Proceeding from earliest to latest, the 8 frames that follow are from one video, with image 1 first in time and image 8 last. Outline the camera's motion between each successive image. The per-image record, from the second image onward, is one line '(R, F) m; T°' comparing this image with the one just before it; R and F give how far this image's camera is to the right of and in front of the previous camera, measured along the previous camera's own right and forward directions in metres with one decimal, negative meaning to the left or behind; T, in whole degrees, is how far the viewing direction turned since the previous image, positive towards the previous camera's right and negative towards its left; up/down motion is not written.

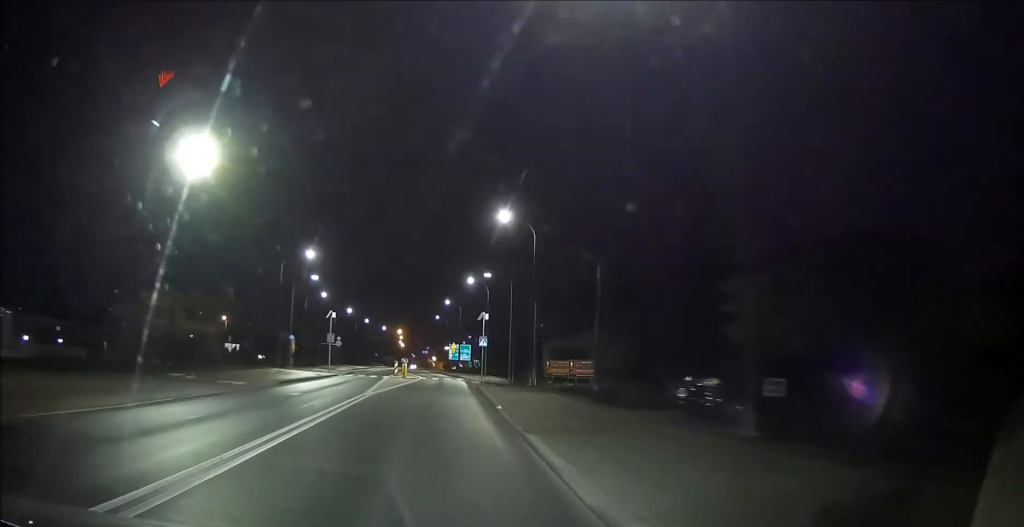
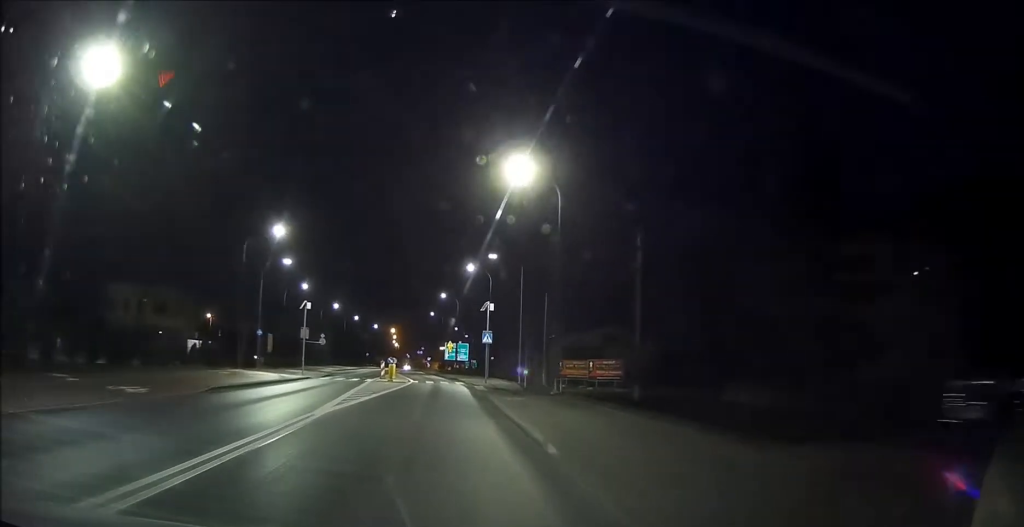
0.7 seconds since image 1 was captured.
(+0.2, +9.9) m; 0°
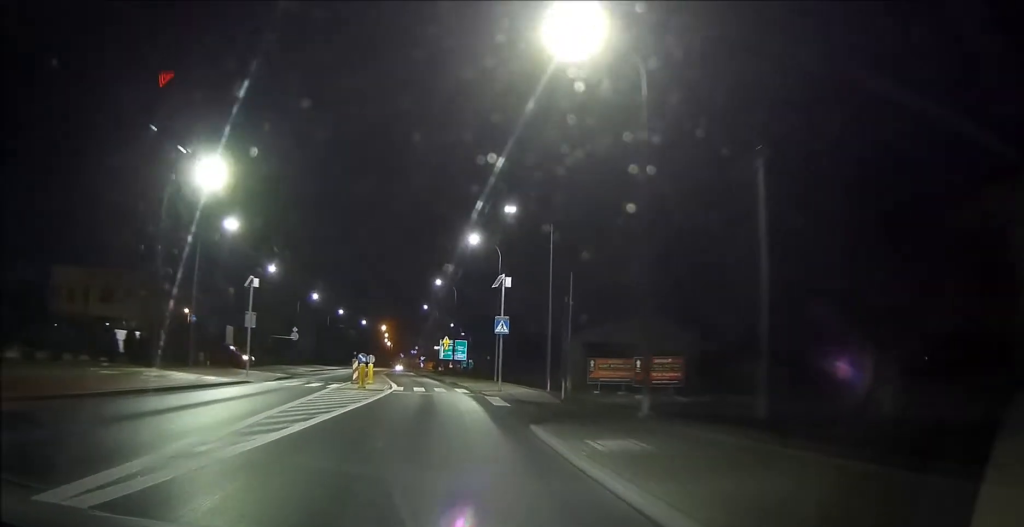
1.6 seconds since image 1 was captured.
(-0.3, +13.8) m; 0°
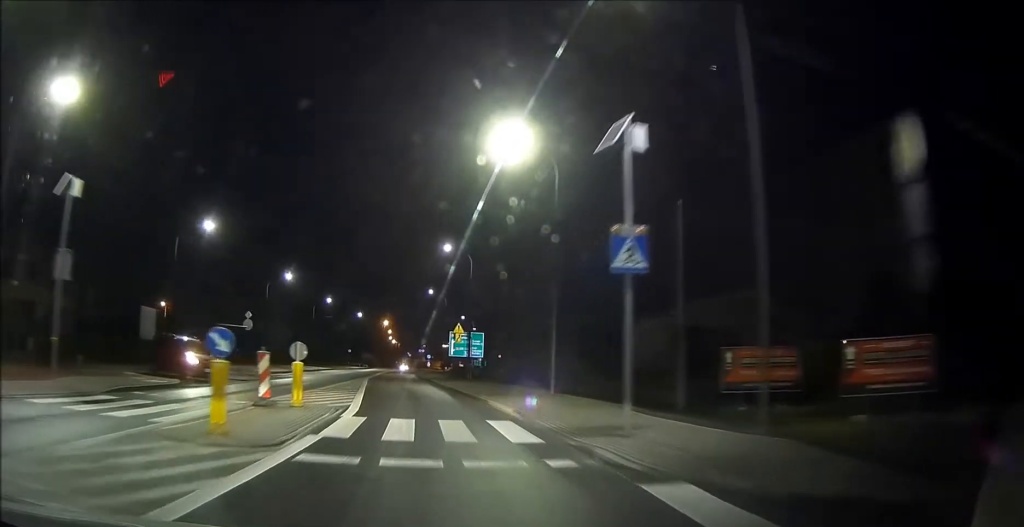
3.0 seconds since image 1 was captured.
(+0.2, +20.7) m; 0°
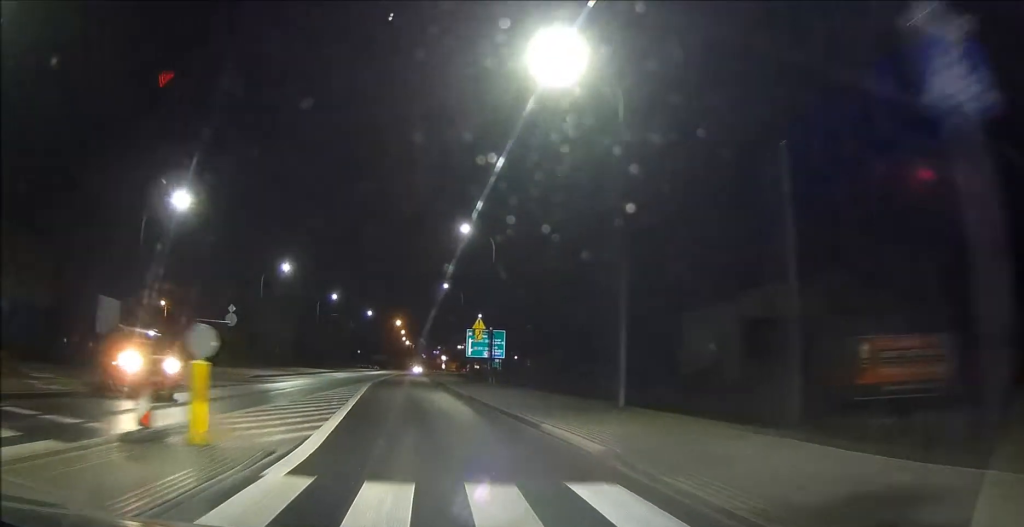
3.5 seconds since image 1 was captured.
(0.0, +7.9) m; -1°
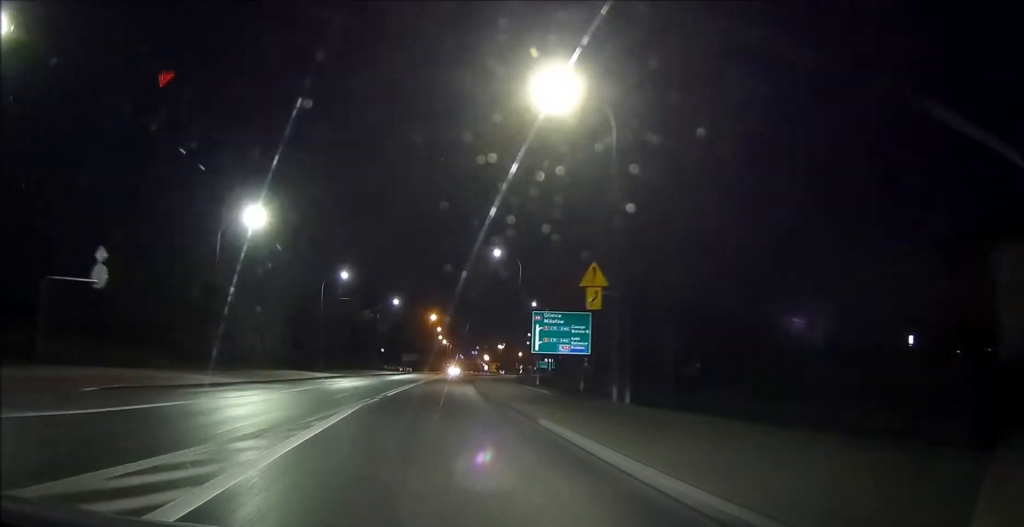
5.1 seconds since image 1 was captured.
(-0.6, +22.8) m; -2°
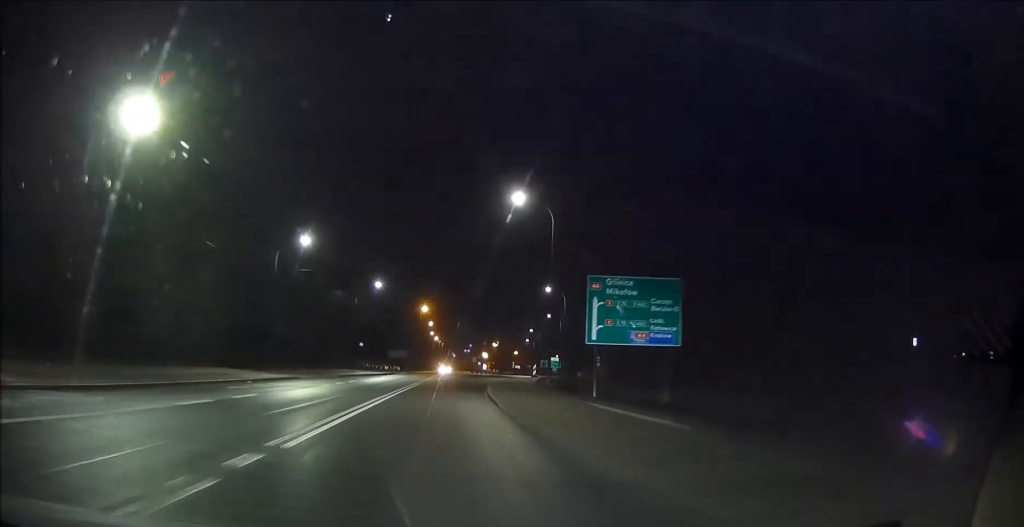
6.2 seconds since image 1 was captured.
(0.0, +17.3) m; +1°
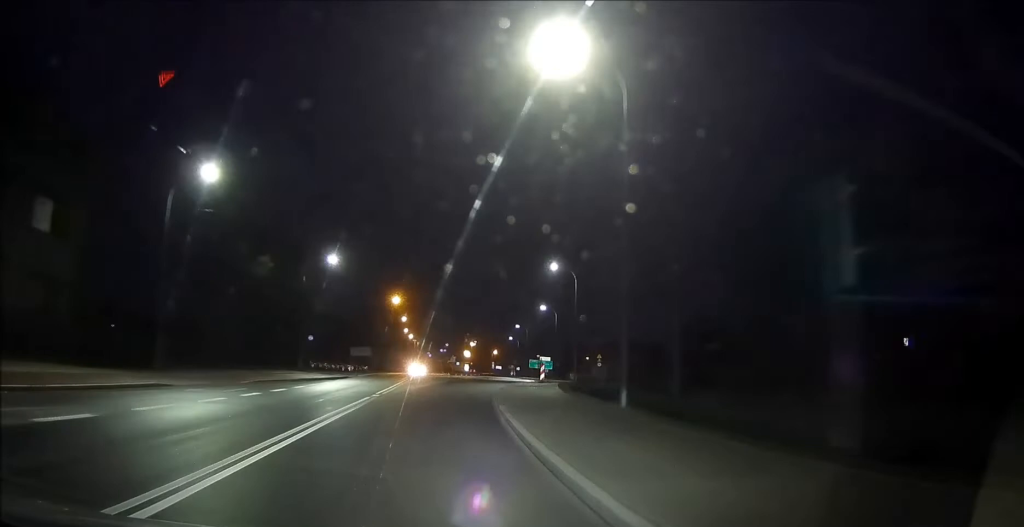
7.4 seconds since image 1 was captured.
(+0.3, +17.8) m; +2°
